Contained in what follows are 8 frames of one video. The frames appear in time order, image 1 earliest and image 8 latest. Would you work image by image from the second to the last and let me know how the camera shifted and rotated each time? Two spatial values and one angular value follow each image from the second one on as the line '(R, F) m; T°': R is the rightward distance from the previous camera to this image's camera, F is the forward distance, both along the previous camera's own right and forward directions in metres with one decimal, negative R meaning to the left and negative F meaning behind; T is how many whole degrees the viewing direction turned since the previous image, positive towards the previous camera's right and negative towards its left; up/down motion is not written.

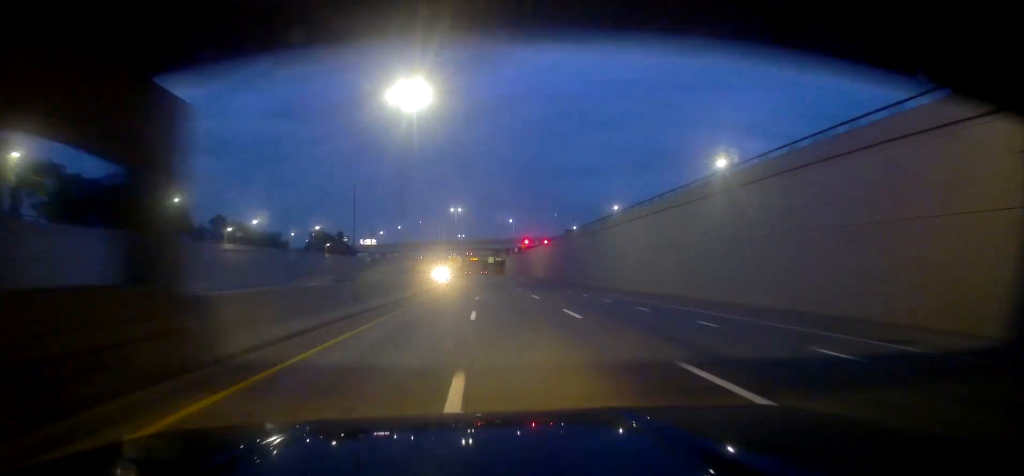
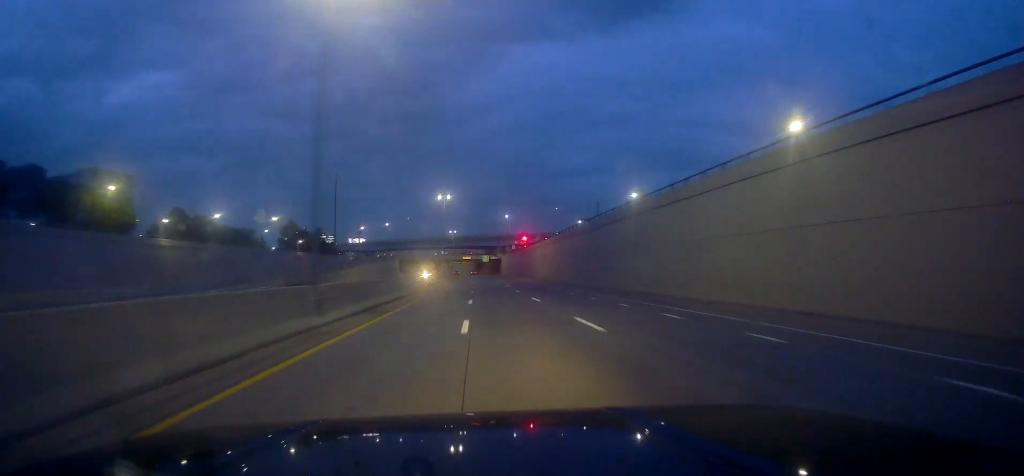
(+0.1, +19.9) m; +1°
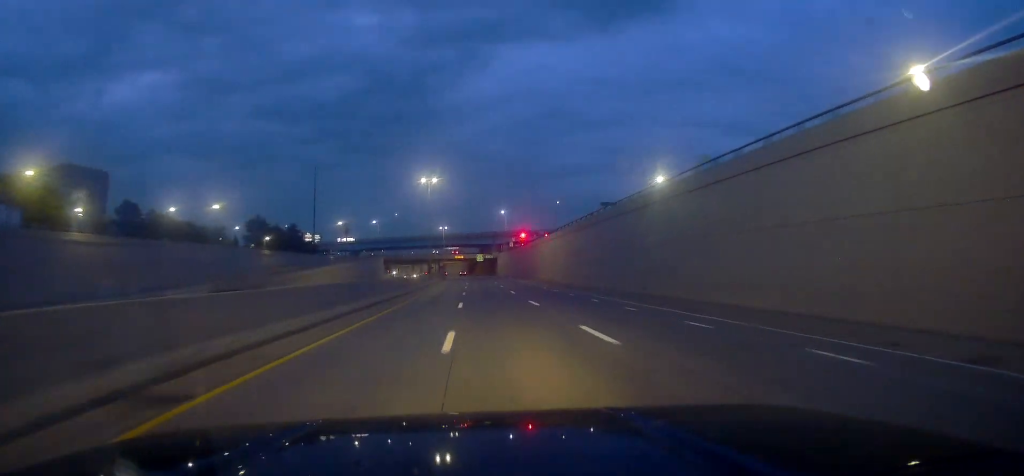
(+0.1, +18.8) m; +1°
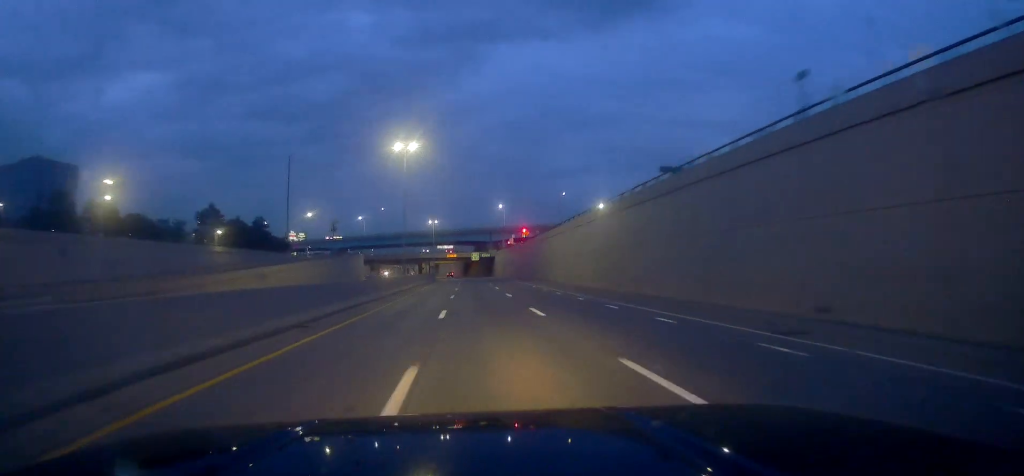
(+0.7, +21.8) m; 0°
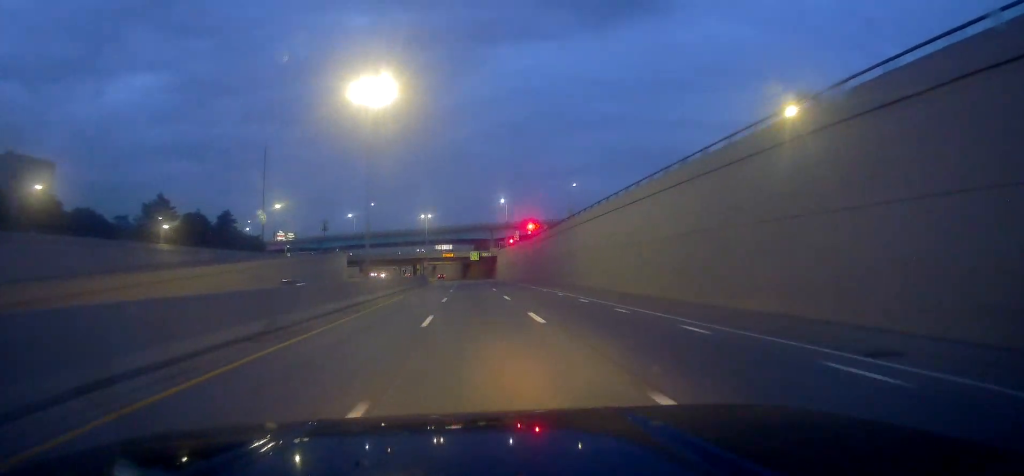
(-0.2, +18.6) m; 0°
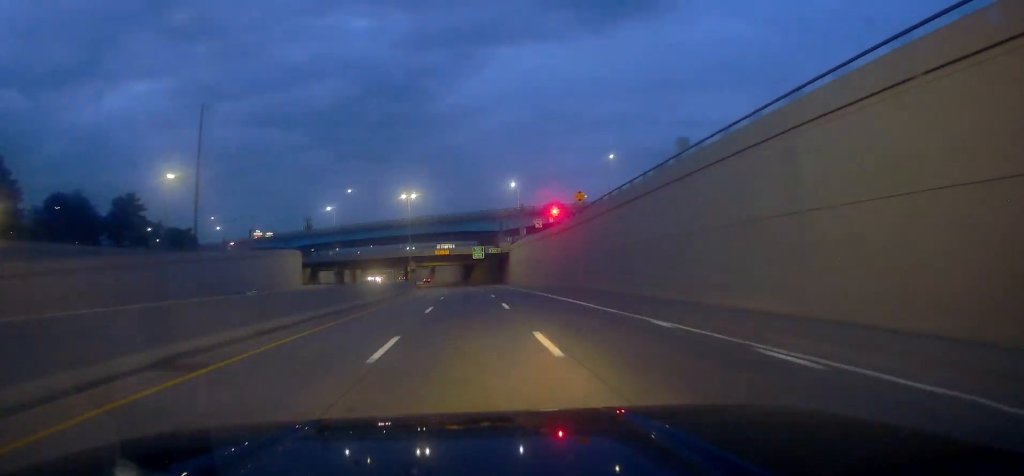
(+0.1, +37.0) m; 0°
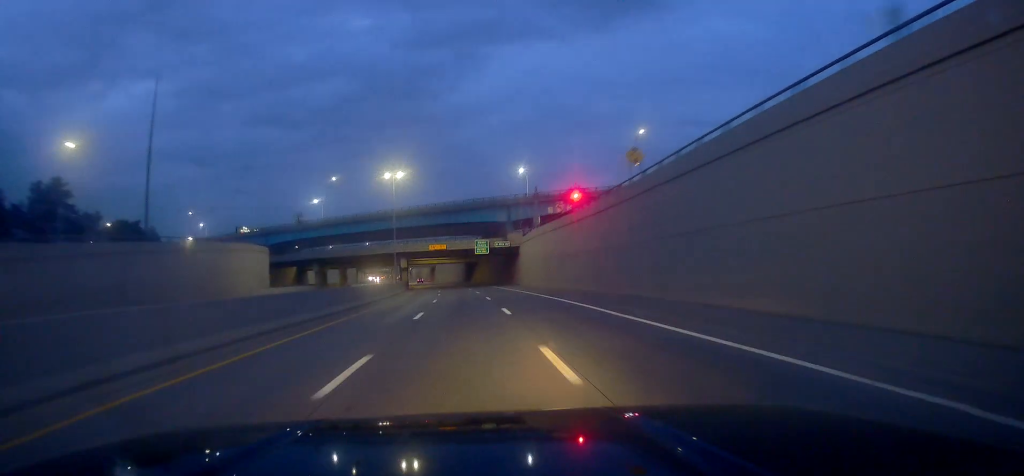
(+0.1, +18.4) m; 0°
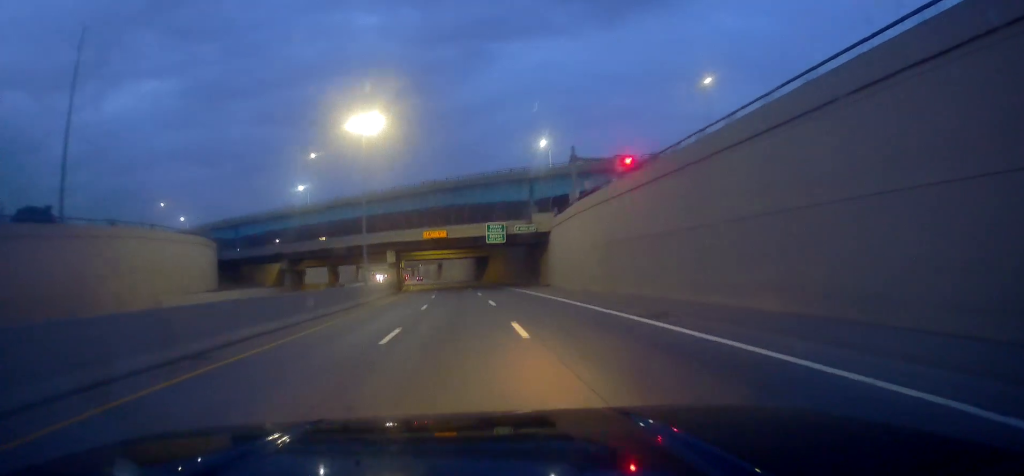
(-0.2, +23.5) m; 0°
